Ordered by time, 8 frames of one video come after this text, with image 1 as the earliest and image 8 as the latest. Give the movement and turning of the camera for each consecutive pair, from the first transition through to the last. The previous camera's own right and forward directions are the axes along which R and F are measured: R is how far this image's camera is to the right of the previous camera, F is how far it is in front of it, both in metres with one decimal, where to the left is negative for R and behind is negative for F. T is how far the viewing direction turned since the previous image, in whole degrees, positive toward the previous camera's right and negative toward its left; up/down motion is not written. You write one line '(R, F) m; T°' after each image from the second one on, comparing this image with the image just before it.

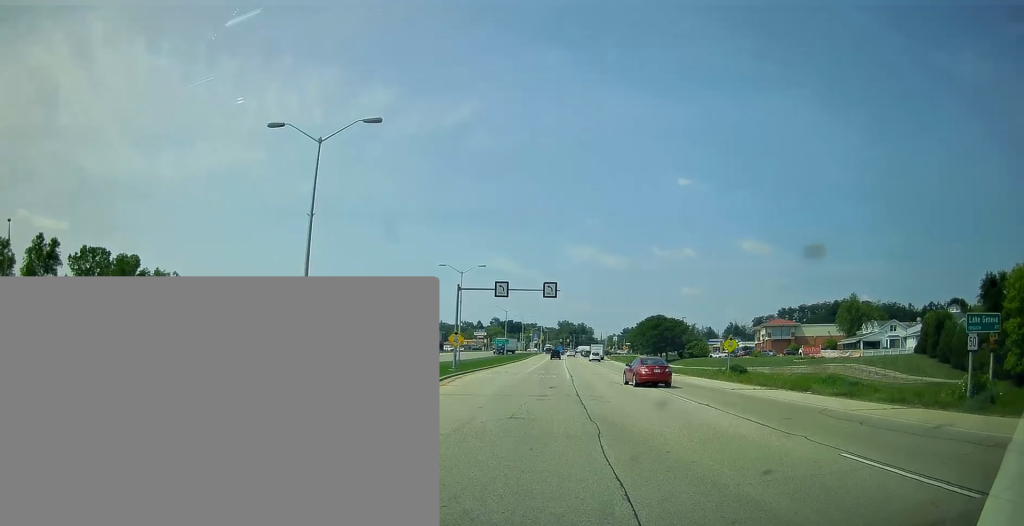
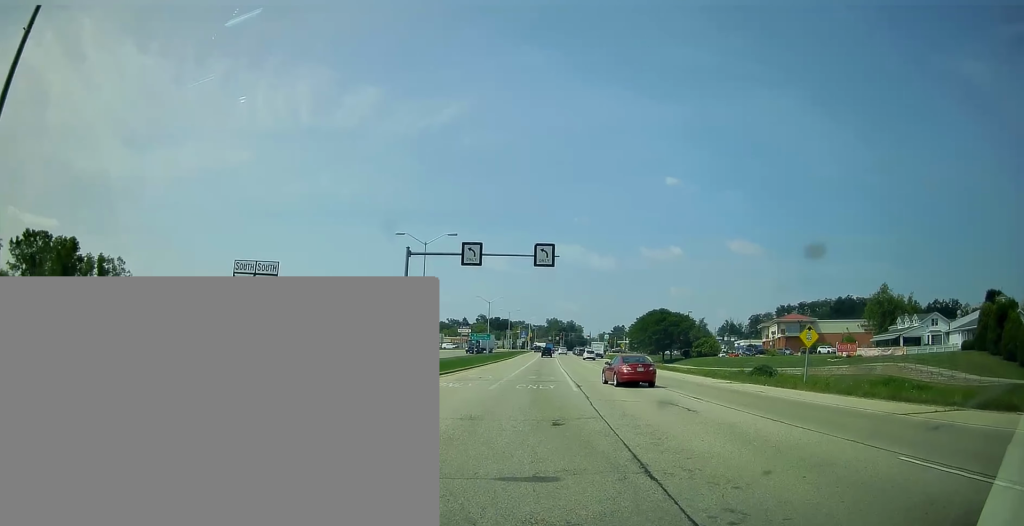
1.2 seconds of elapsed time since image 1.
(+0.3, +15.5) m; +1°
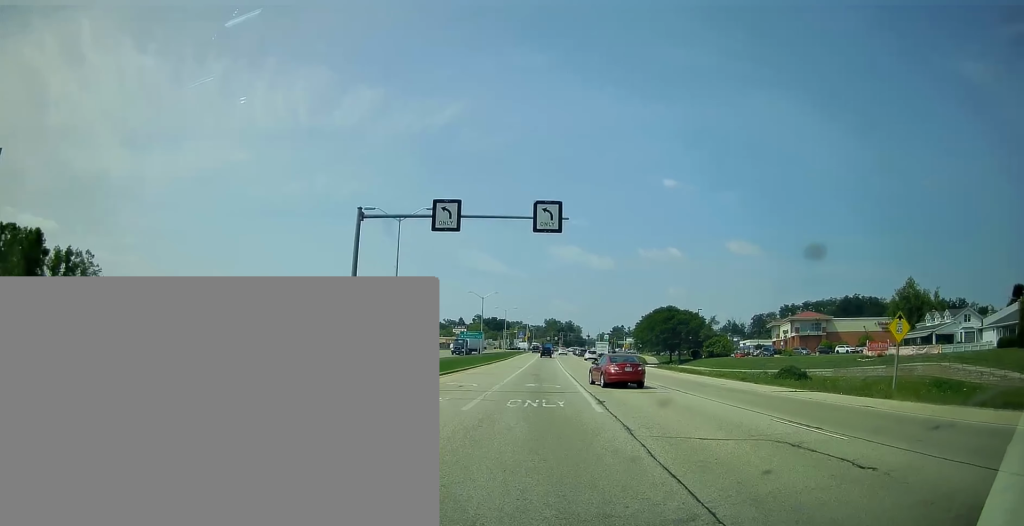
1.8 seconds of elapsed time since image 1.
(-0.1, +9.4) m; 0°
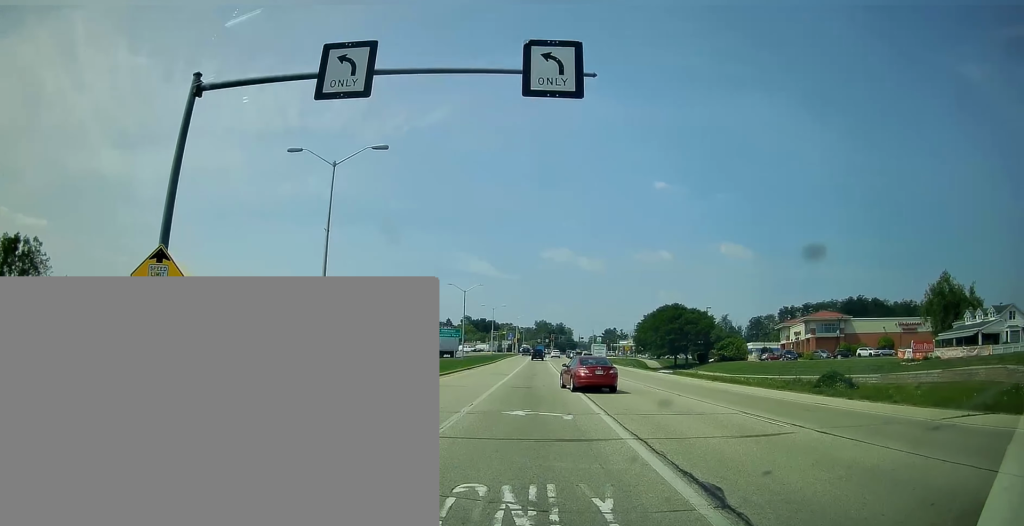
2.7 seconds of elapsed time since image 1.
(-0.1, +12.5) m; +1°
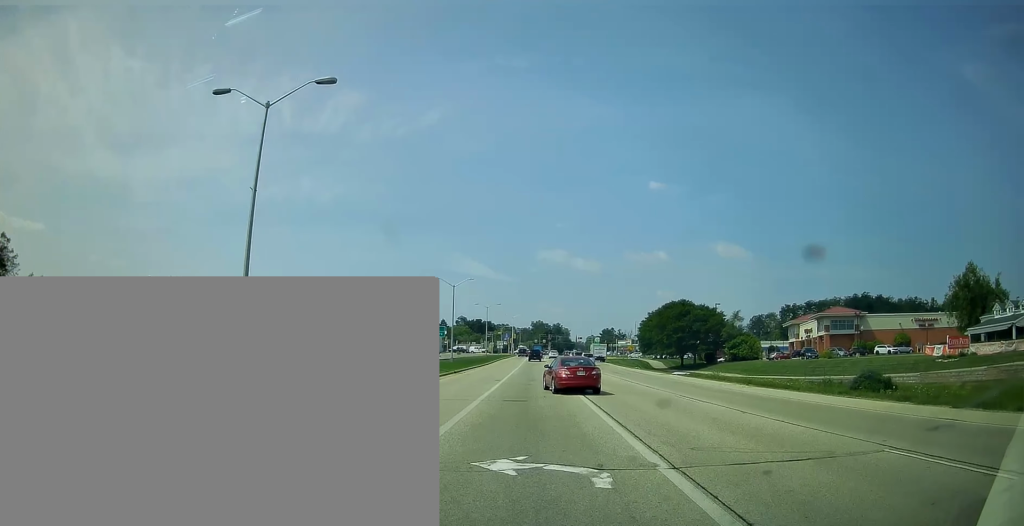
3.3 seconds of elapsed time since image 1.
(+0.1, +8.0) m; +1°
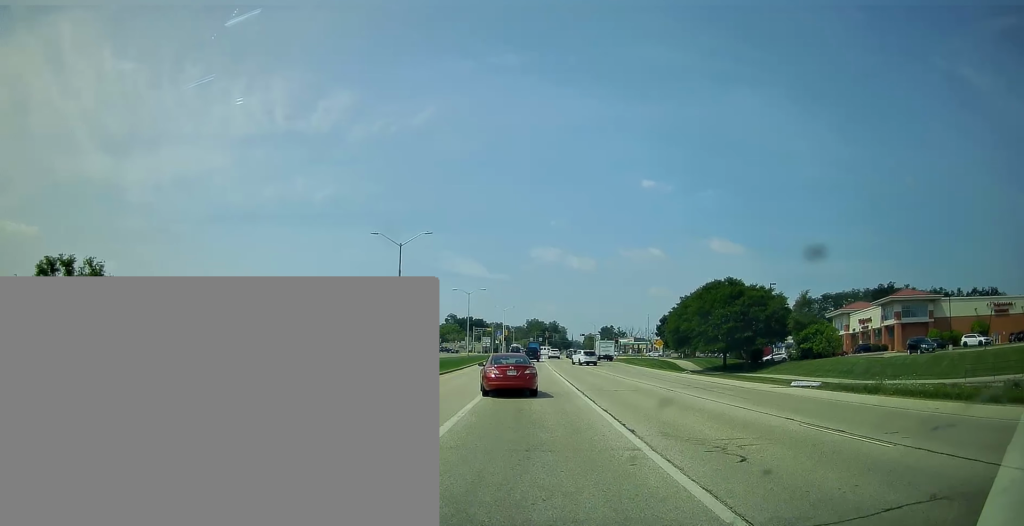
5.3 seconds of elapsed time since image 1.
(+0.1, +29.5) m; -2°
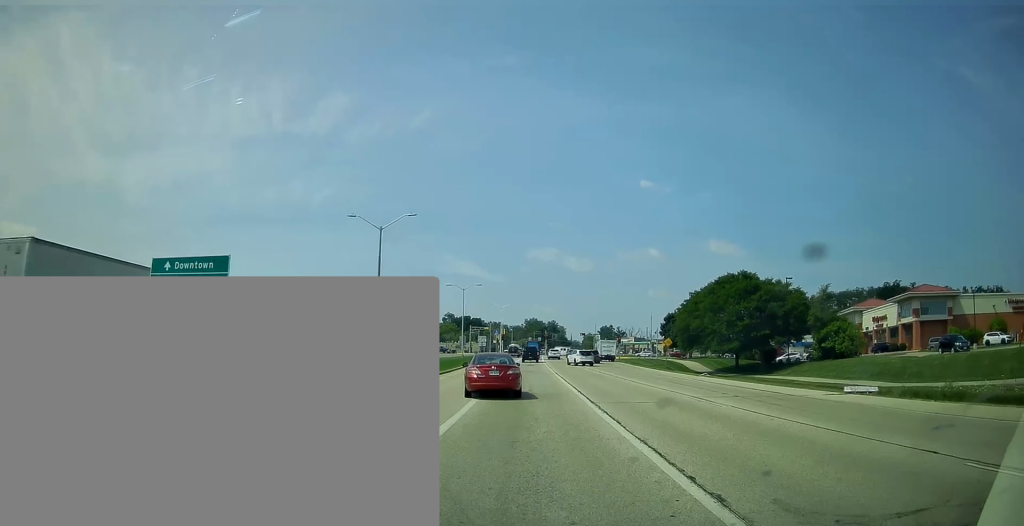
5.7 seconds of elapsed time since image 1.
(0.0, +6.0) m; -1°
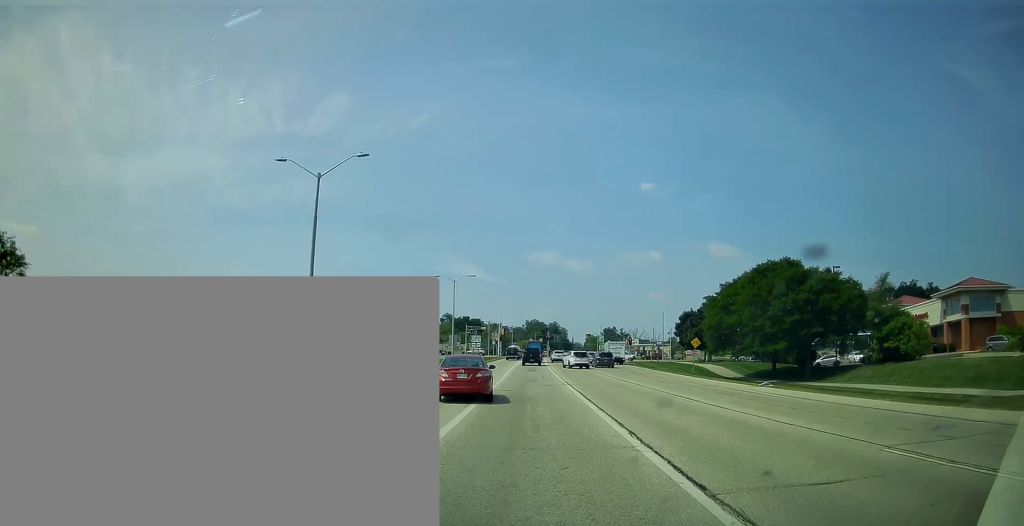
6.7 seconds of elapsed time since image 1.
(-0.2, +13.2) m; +1°
